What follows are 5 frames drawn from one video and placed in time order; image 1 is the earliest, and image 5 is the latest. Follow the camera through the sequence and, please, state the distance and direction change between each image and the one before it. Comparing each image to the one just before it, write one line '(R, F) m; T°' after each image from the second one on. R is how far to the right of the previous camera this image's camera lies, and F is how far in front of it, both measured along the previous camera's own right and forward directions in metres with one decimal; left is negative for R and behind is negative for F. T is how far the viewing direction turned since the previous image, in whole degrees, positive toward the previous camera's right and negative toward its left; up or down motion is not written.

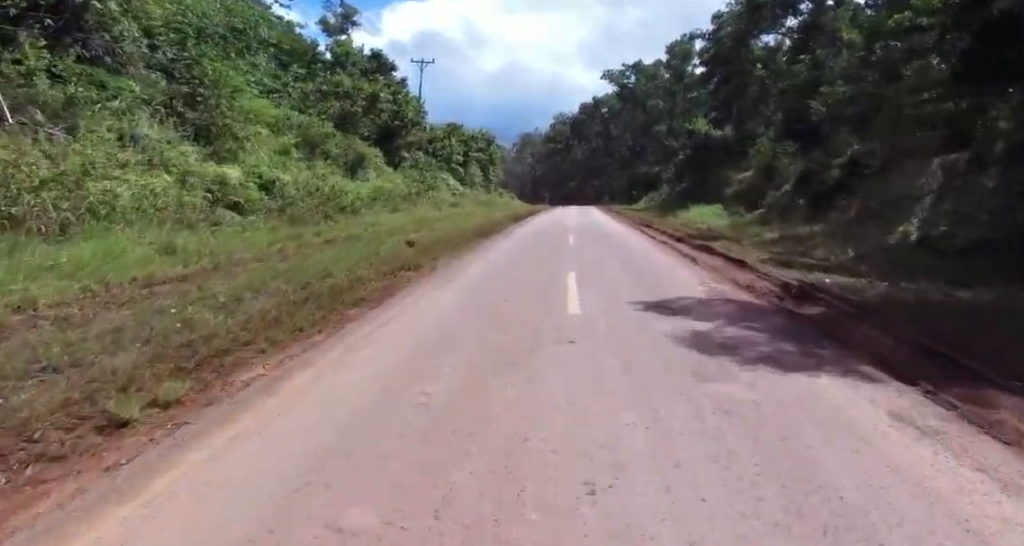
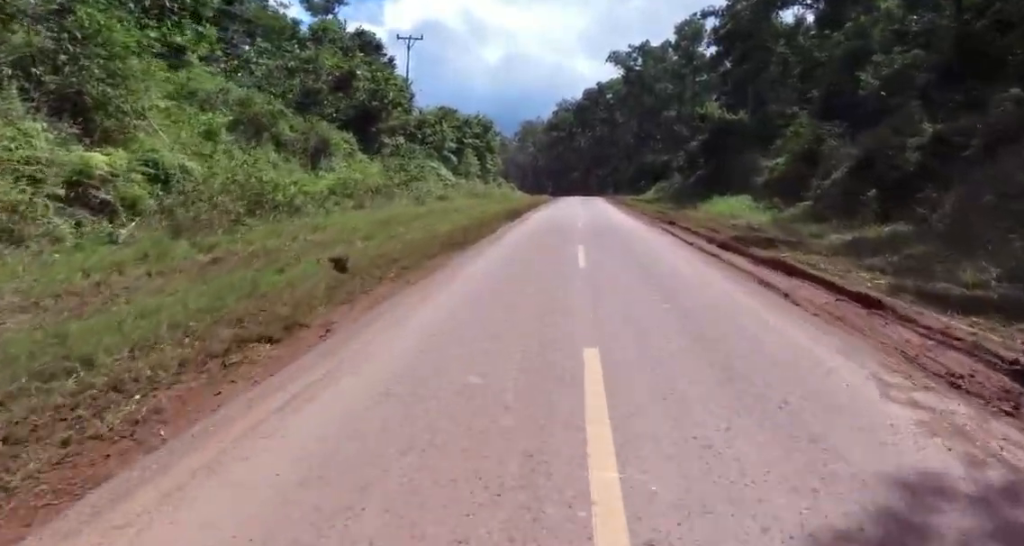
(+0.2, +4.4) m; -1°
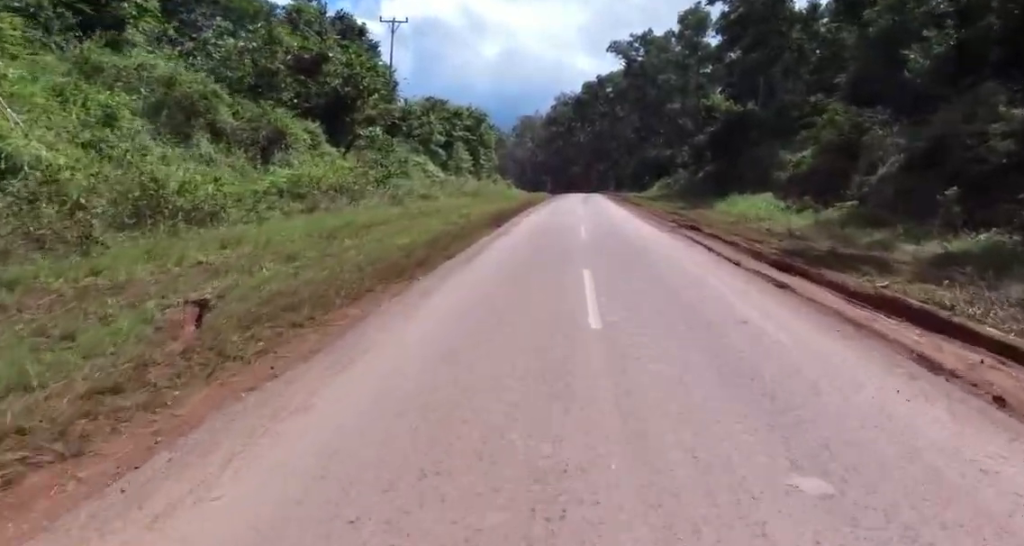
(-0.1, +4.4) m; -3°
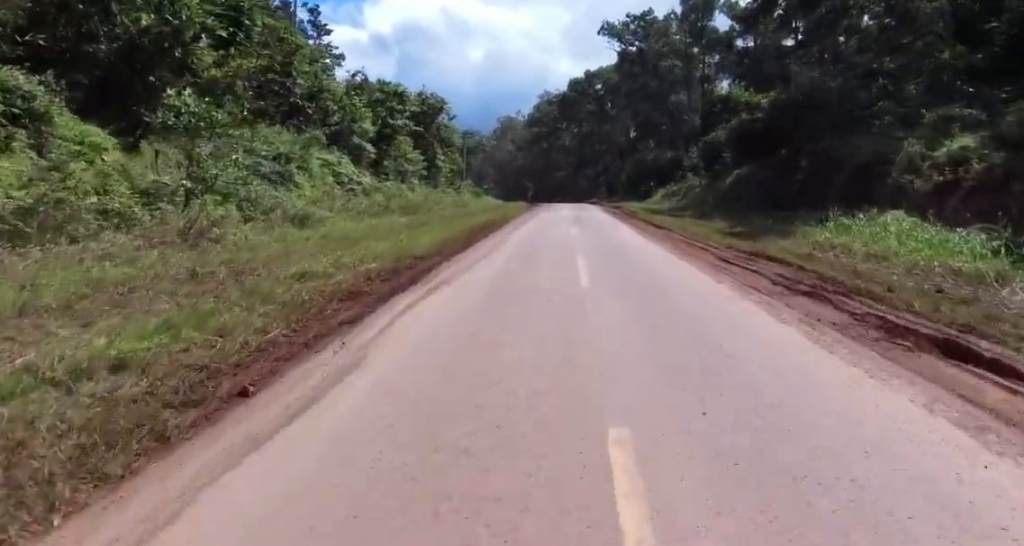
(-0.7, +14.5) m; -4°
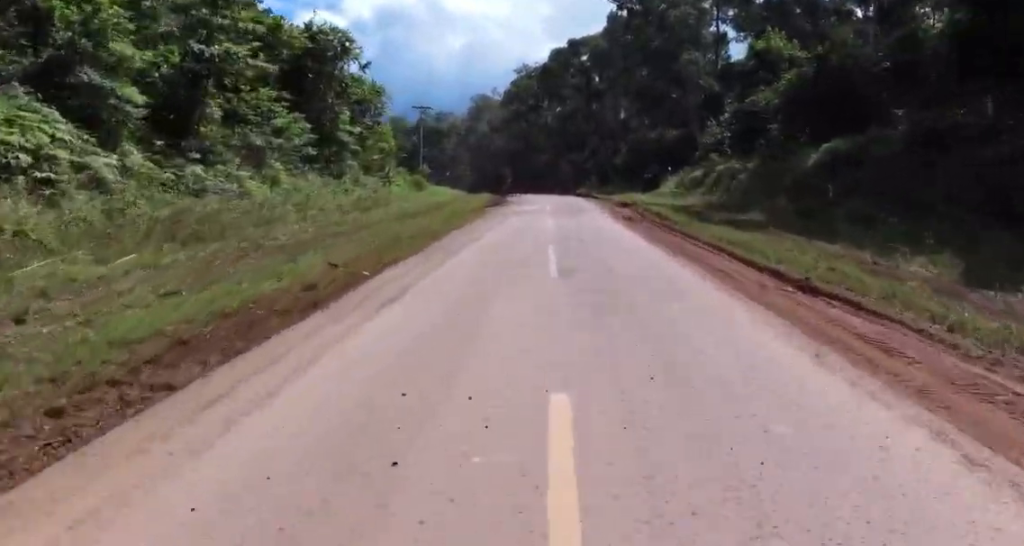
(+3.2, +18.3) m; +7°
